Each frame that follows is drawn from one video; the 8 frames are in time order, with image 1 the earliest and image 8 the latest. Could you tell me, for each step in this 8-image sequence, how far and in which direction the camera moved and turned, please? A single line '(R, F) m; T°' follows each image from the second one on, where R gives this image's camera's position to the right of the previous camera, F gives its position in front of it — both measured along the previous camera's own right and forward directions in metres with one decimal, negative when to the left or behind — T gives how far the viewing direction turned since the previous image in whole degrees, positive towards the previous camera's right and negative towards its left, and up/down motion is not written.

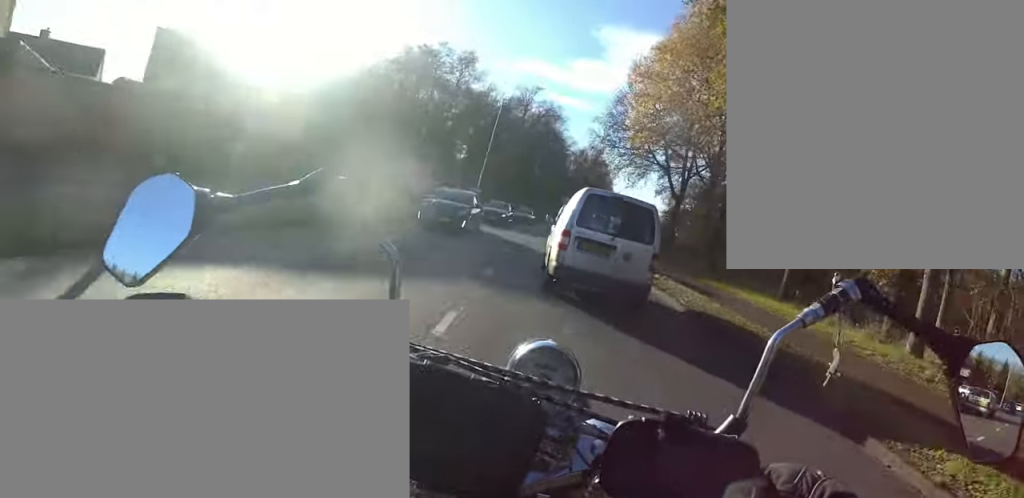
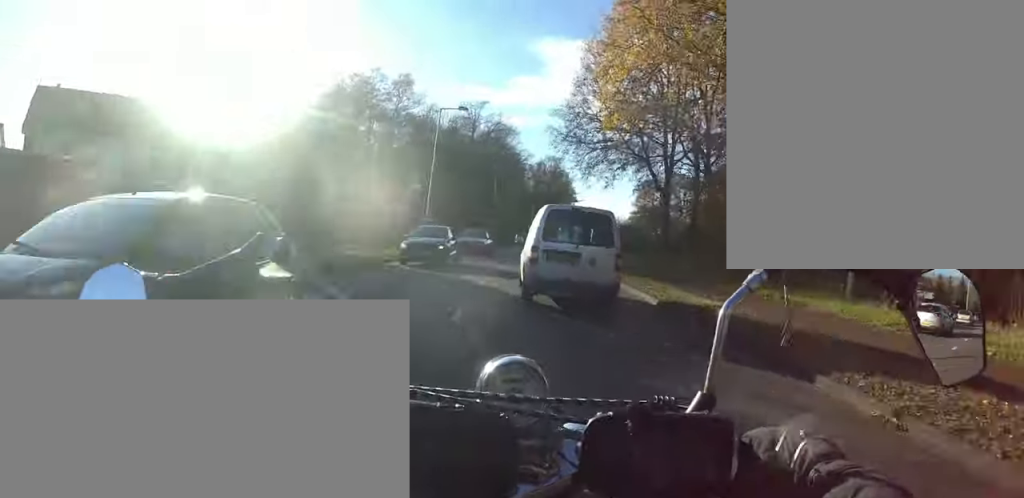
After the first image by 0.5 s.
(-0.1, +4.8) m; 0°
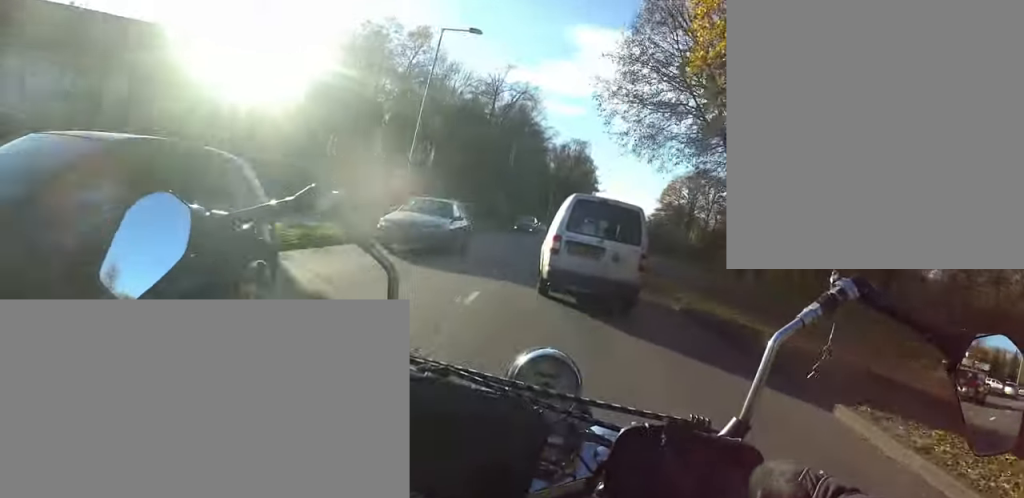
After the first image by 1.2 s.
(0.0, +6.0) m; +1°
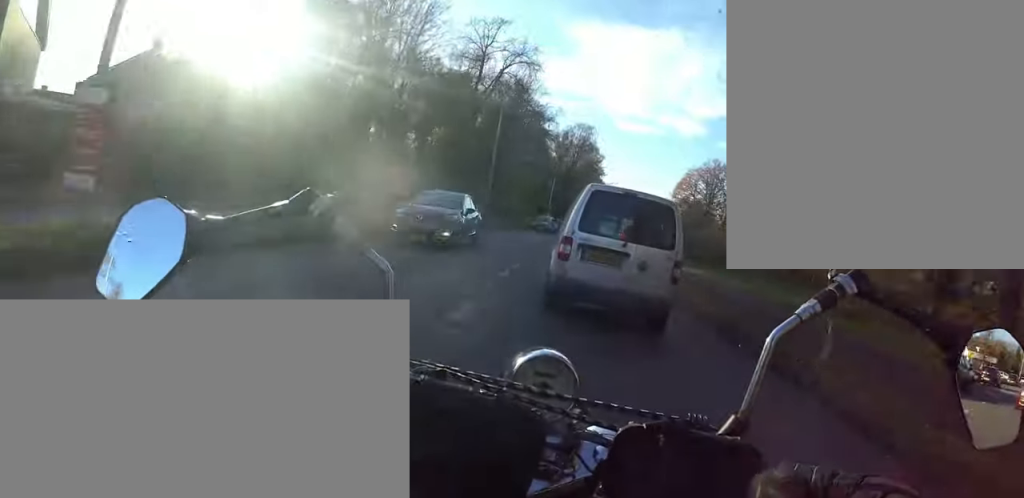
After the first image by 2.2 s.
(+0.2, +9.8) m; +2°
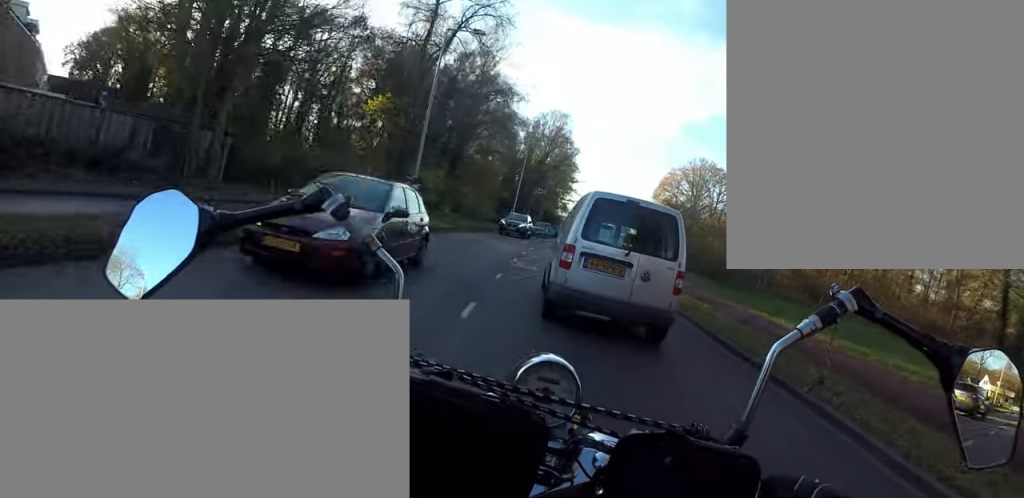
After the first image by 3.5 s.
(+0.2, +10.2) m; +3°
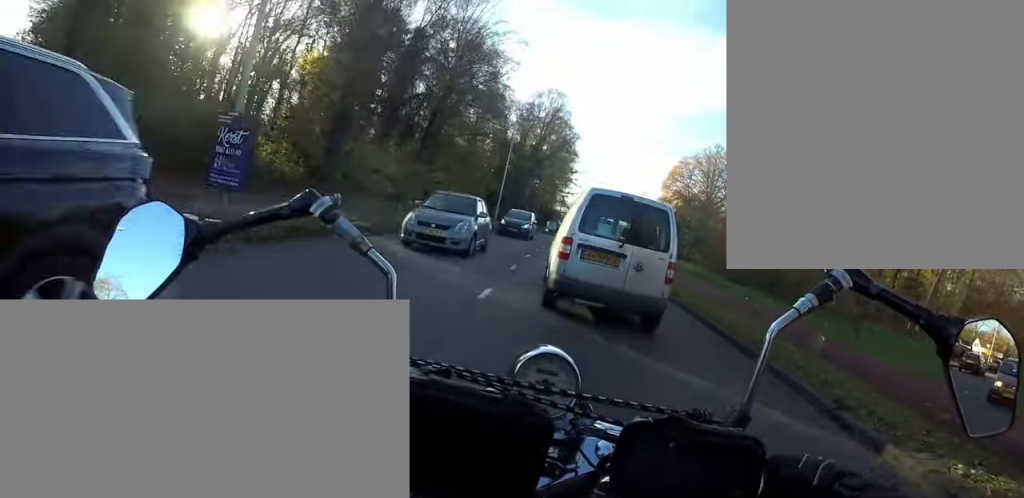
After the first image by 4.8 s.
(+0.5, +8.6) m; +6°
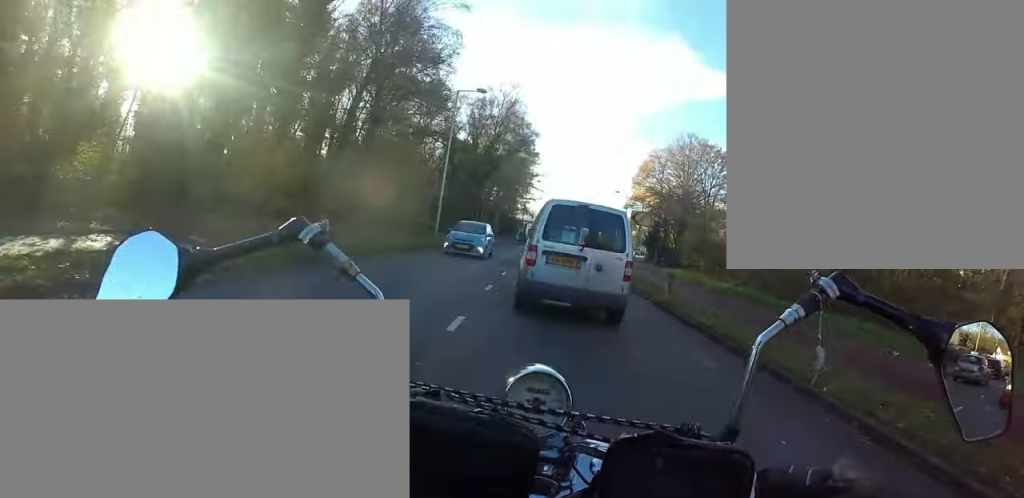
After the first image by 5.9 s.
(+0.3, +6.3) m; +4°
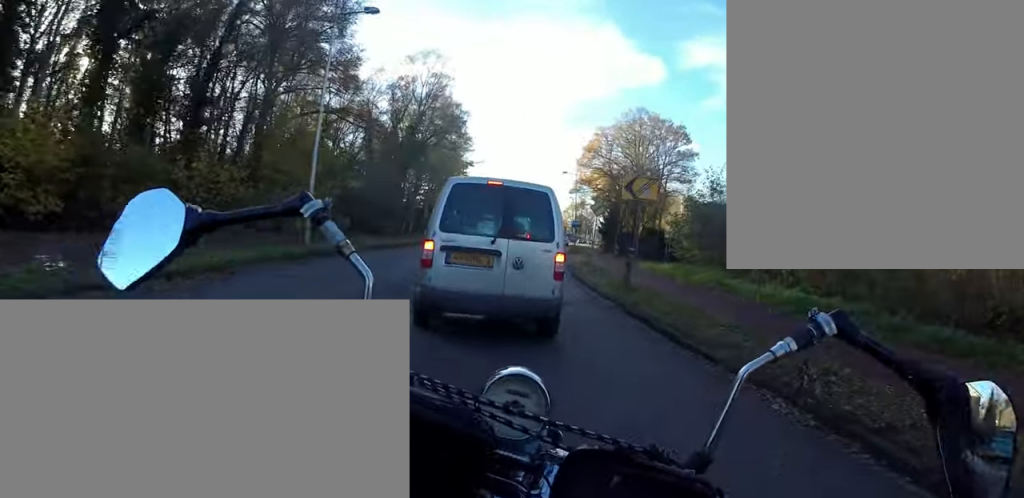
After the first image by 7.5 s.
(+0.1, +6.9) m; -1°
